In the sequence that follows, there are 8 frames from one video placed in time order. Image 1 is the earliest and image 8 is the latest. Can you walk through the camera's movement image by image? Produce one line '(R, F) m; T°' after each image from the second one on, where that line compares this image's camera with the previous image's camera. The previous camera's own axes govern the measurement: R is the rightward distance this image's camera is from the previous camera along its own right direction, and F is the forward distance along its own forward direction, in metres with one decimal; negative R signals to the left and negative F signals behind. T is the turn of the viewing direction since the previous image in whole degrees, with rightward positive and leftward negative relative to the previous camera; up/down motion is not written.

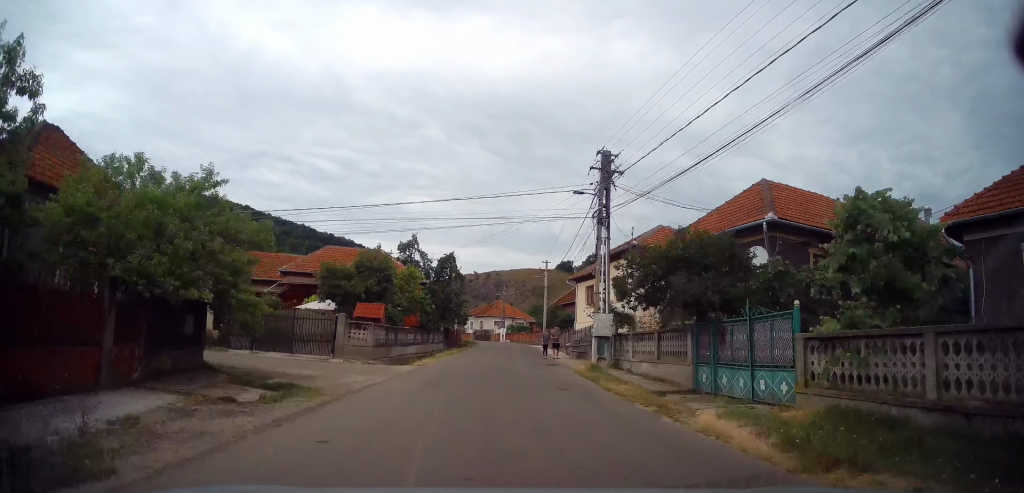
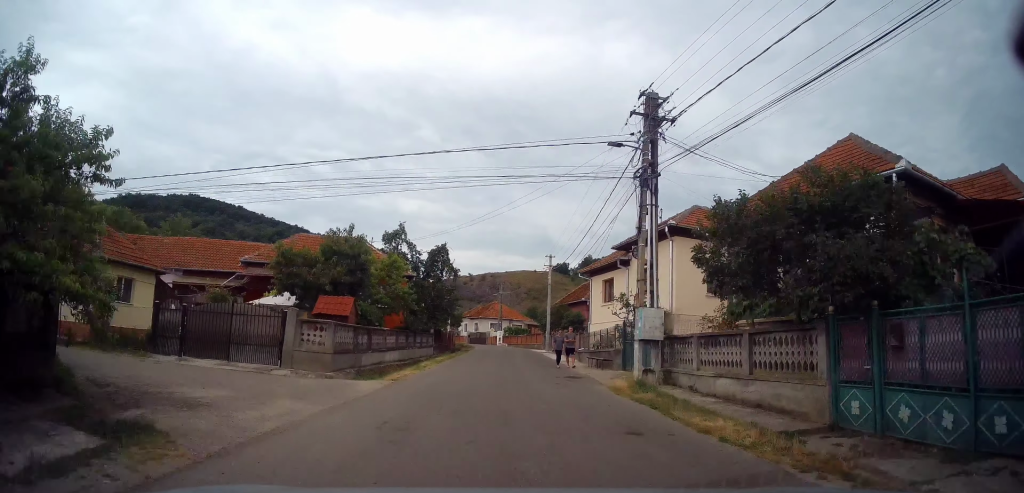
(+0.2, +5.7) m; +2°
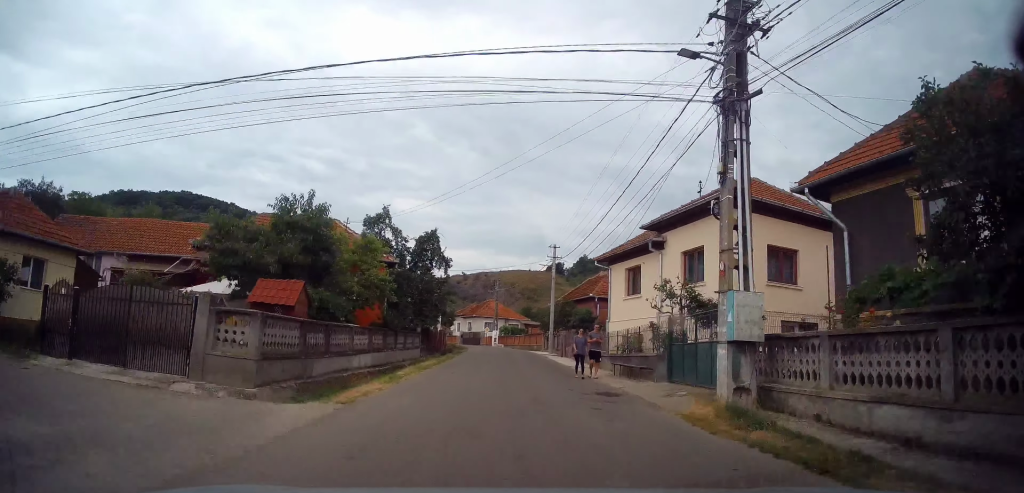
(+0.1, +5.3) m; +2°
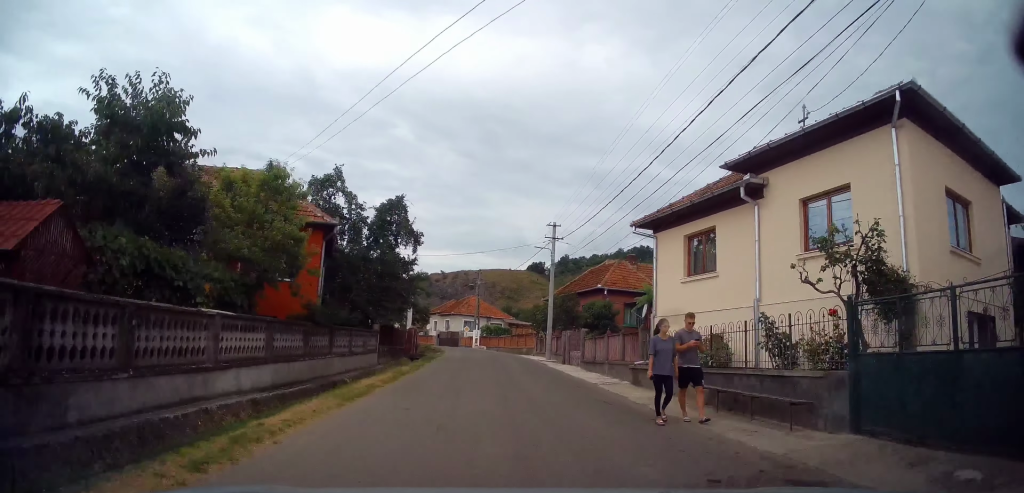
(+0.2, +8.6) m; +1°
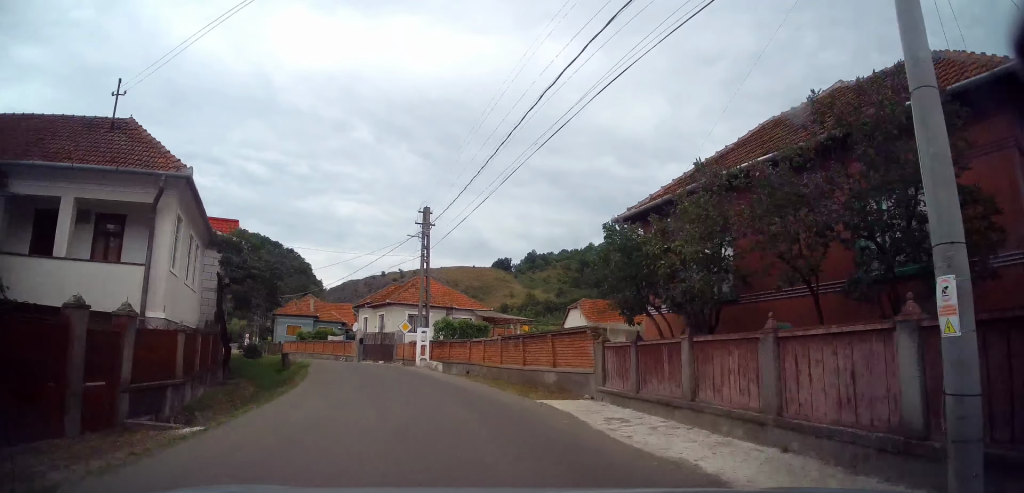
(+0.6, +29.0) m; -1°
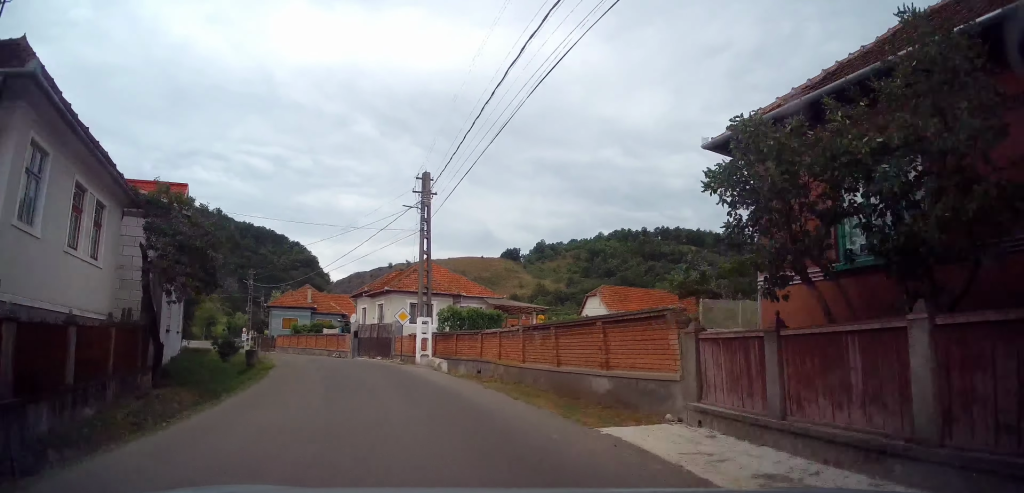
(-0.1, +4.7) m; -2°
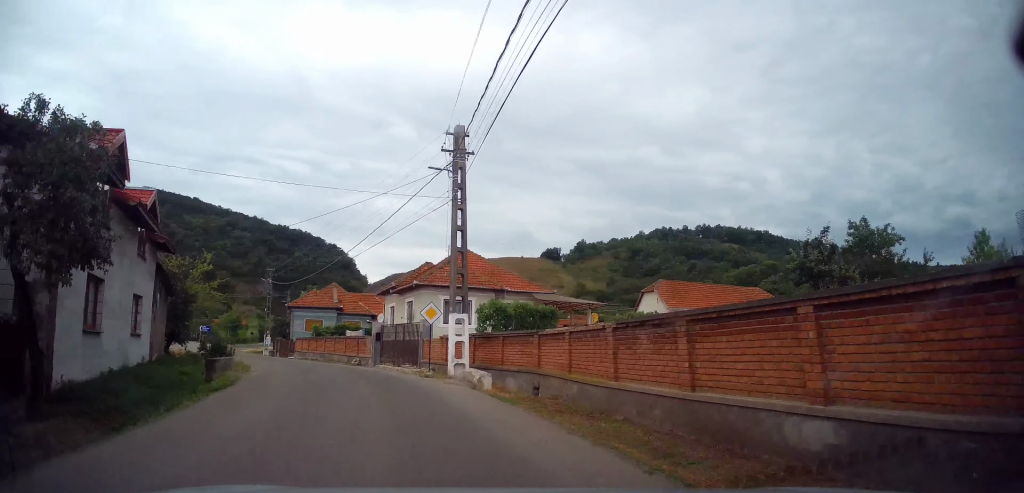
(-0.3, +5.5) m; -2°
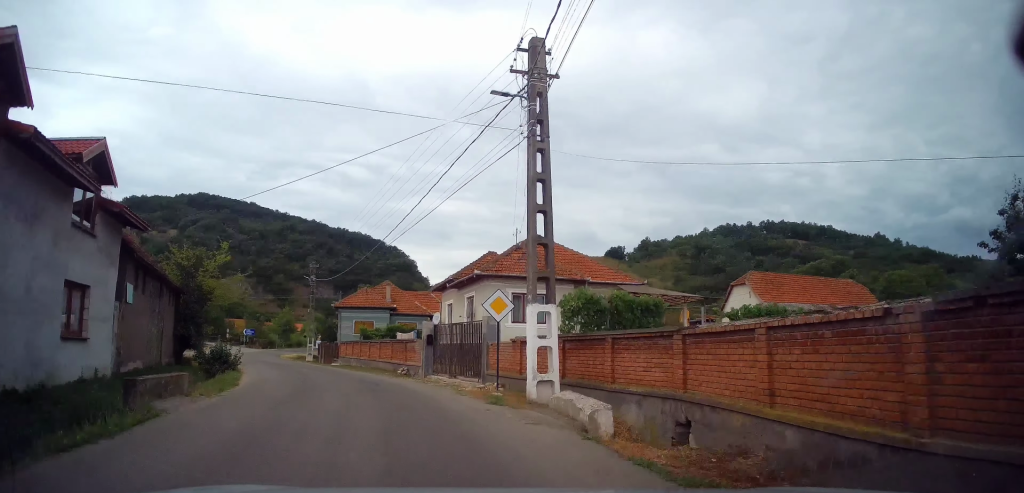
(0.0, +5.7) m; -4°
